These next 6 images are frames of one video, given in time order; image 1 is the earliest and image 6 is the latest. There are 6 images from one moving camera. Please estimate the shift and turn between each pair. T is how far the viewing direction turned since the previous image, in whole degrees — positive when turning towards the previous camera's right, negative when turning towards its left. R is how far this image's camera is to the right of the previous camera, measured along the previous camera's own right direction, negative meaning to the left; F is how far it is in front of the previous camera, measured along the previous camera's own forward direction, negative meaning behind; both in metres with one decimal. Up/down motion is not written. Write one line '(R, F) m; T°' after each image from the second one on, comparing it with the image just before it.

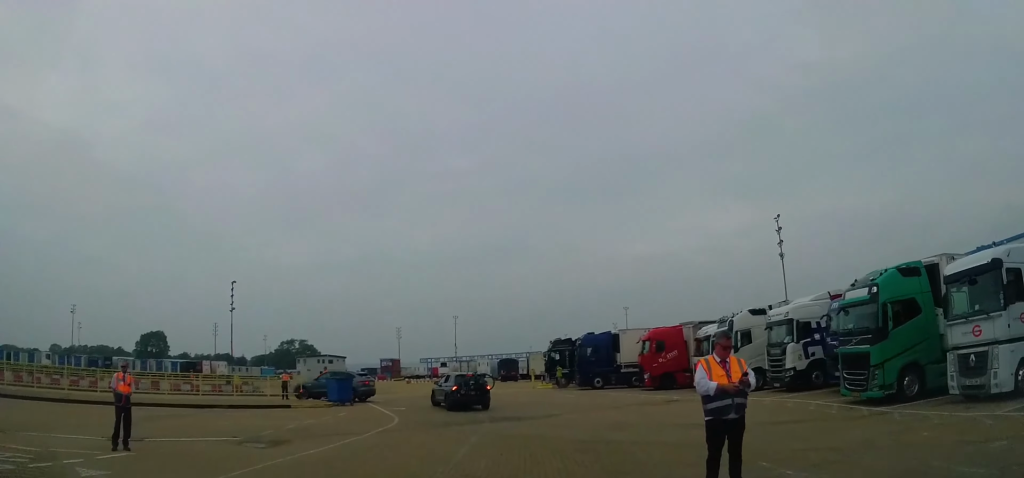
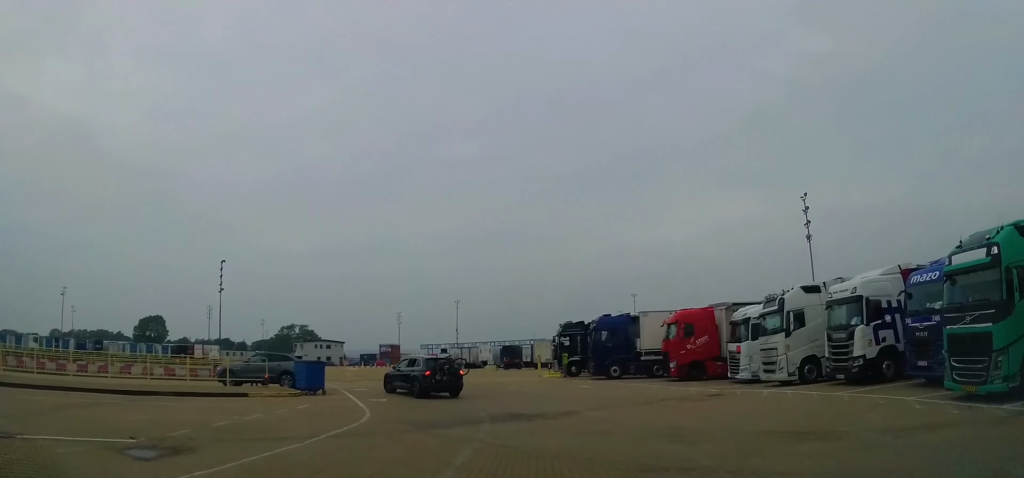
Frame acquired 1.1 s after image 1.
(0.0, +5.0) m; 0°
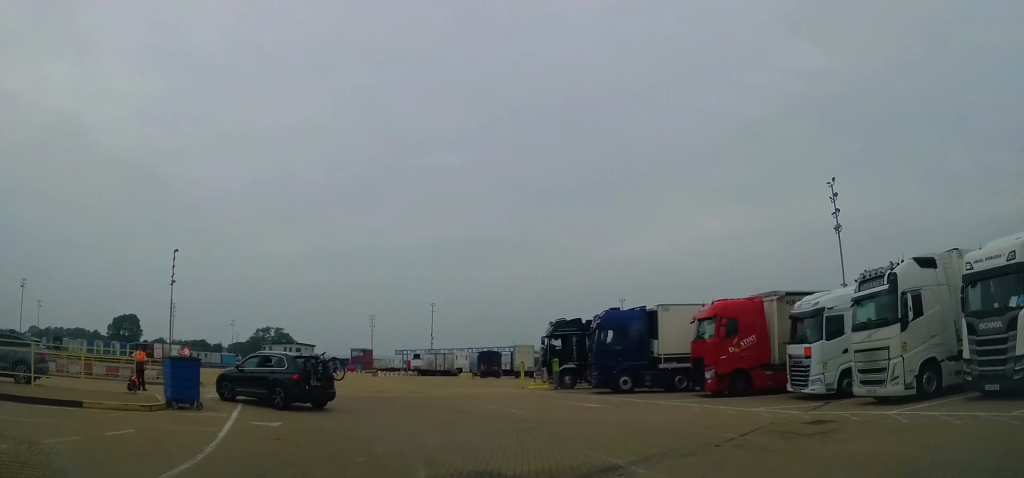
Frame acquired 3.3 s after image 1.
(0.0, +8.9) m; 0°
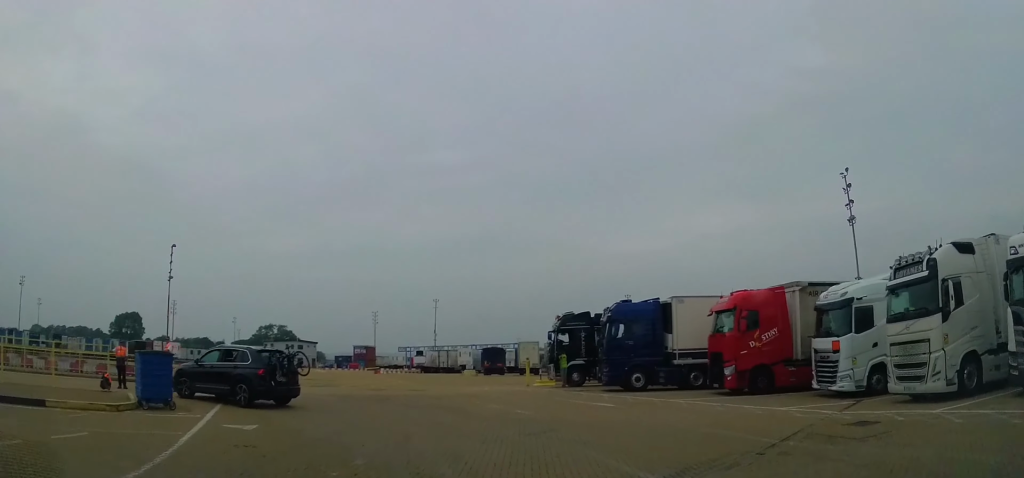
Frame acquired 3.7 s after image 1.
(0.0, +1.8) m; 0°
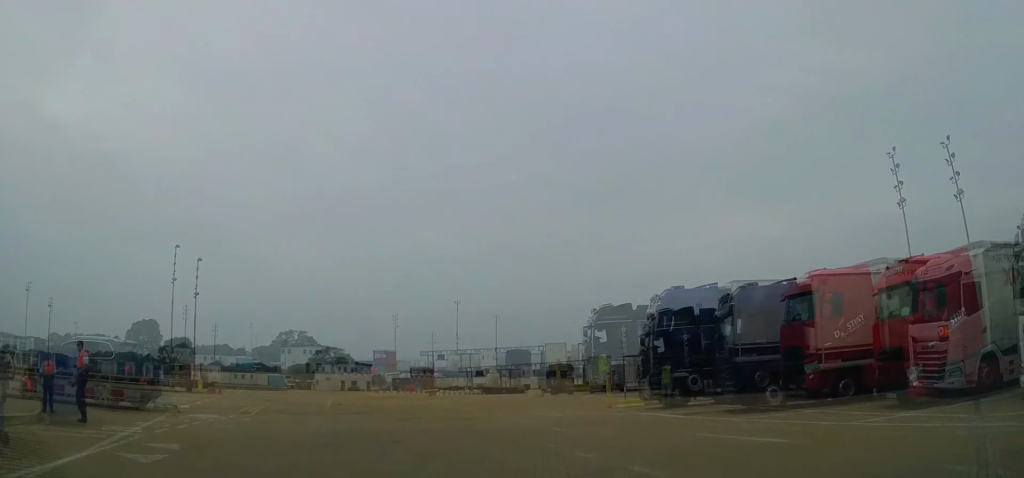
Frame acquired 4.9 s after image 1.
(0.0, +5.2) m; -4°
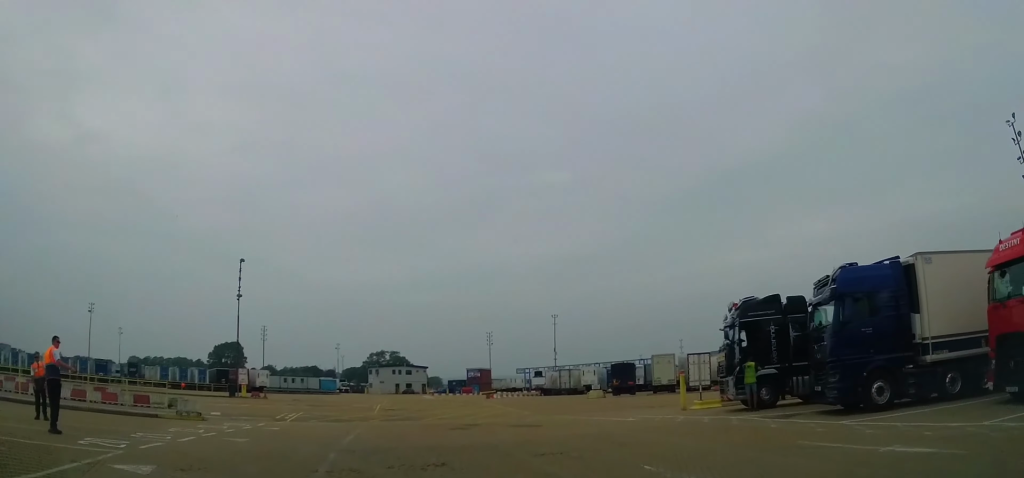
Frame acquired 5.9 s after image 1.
(-0.2, +3.3) m; -8°
